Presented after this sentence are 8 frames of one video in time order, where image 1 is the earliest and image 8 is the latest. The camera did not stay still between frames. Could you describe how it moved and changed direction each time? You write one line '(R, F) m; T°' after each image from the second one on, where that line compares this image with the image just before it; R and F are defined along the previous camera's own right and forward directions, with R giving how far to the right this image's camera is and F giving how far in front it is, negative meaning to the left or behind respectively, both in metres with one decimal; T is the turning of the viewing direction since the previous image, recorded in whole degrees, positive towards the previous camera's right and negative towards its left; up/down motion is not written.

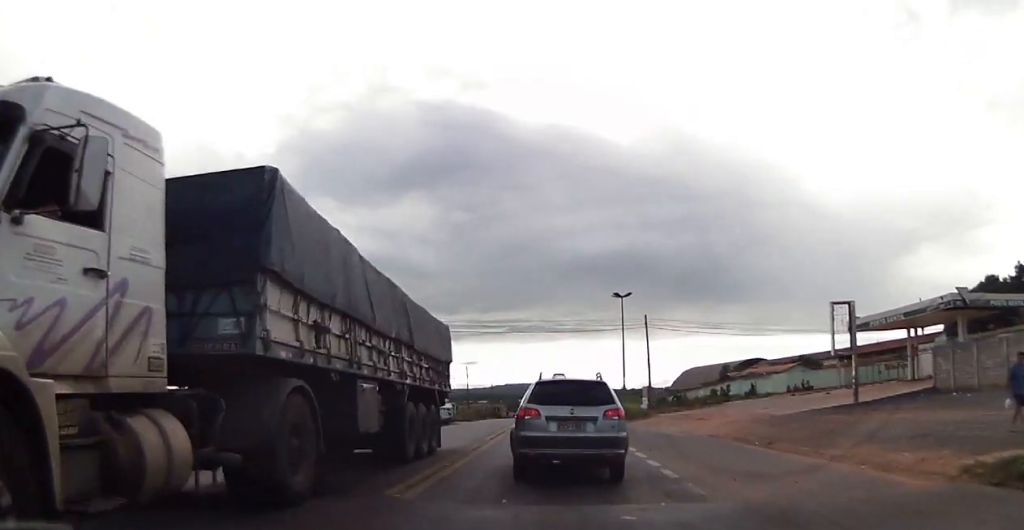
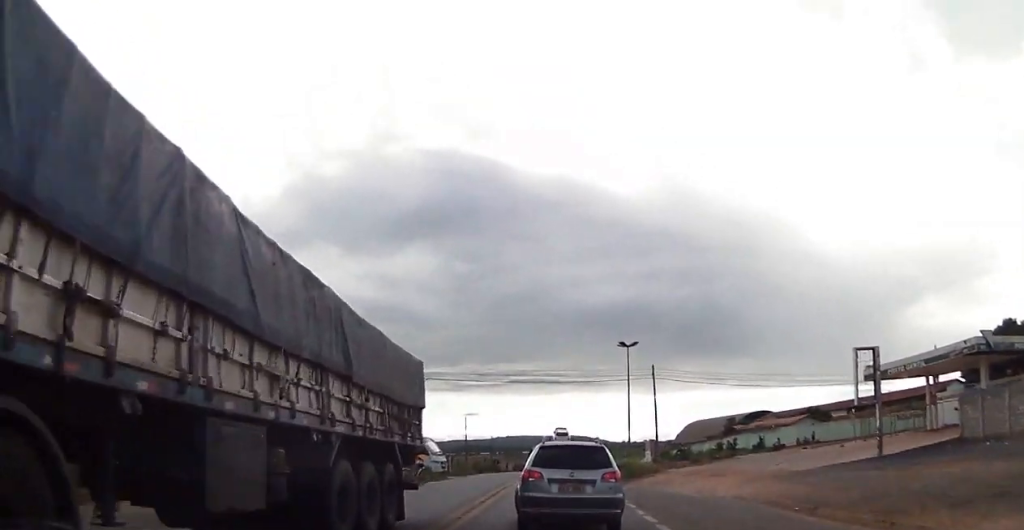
(0.0, +3.1) m; -1°
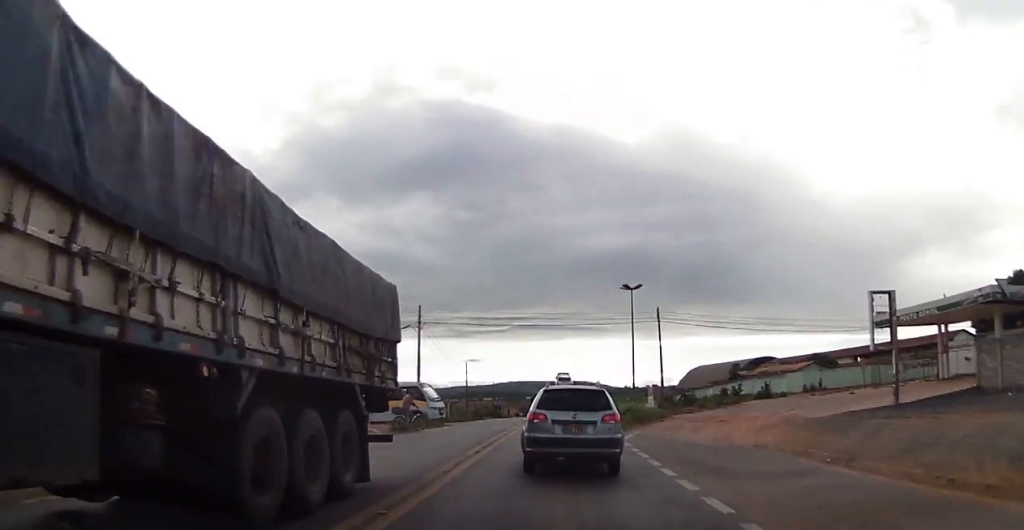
(0.0, +1.9) m; -1°
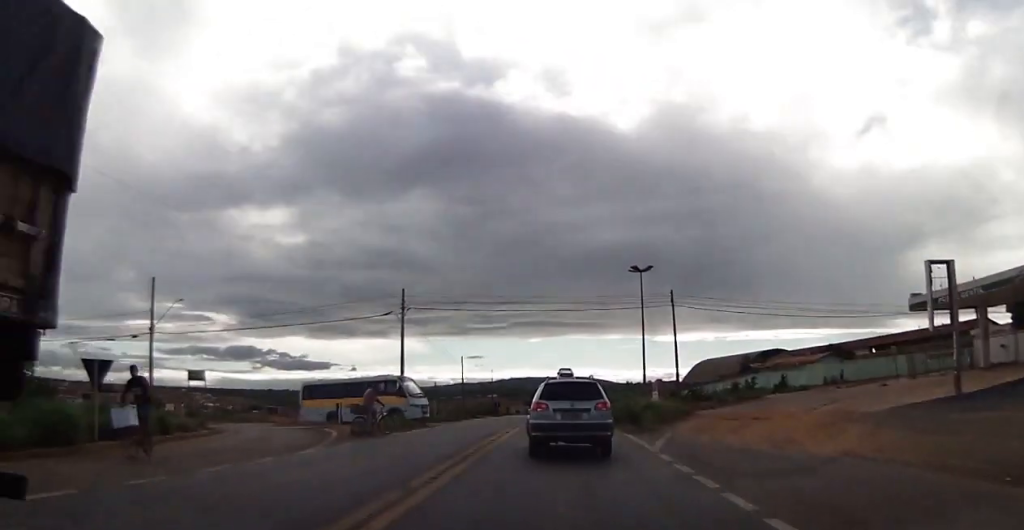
(-0.1, +6.5) m; 0°
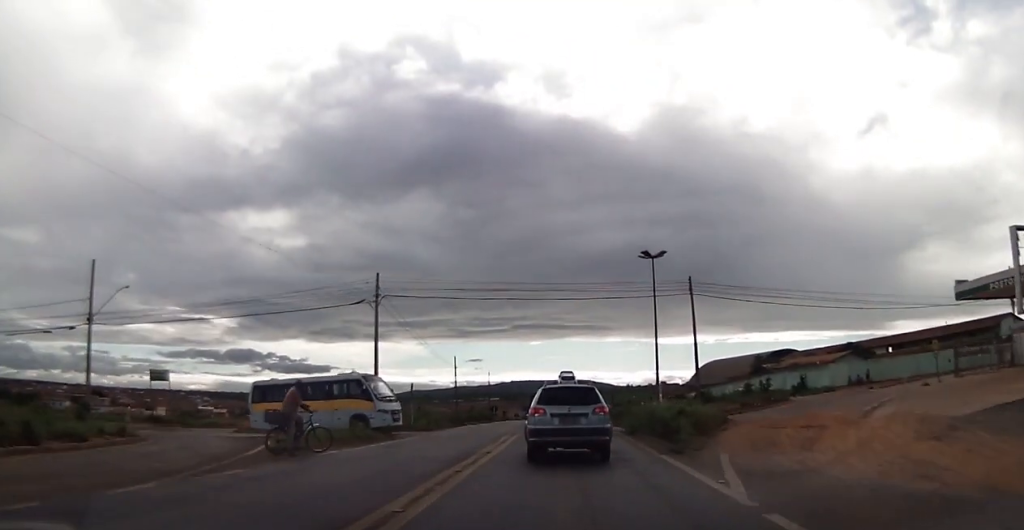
(+0.2, +6.8) m; +2°
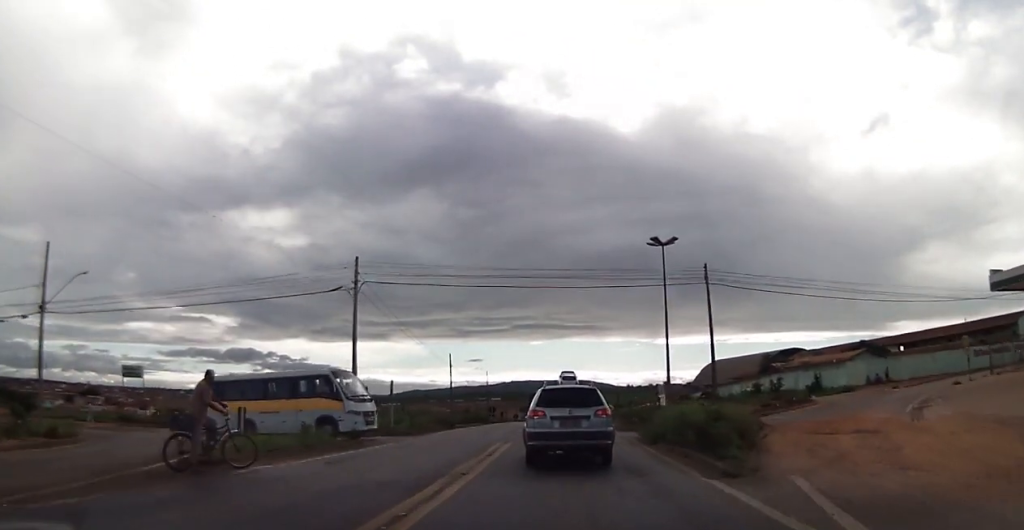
(+0.2, +4.3) m; -1°
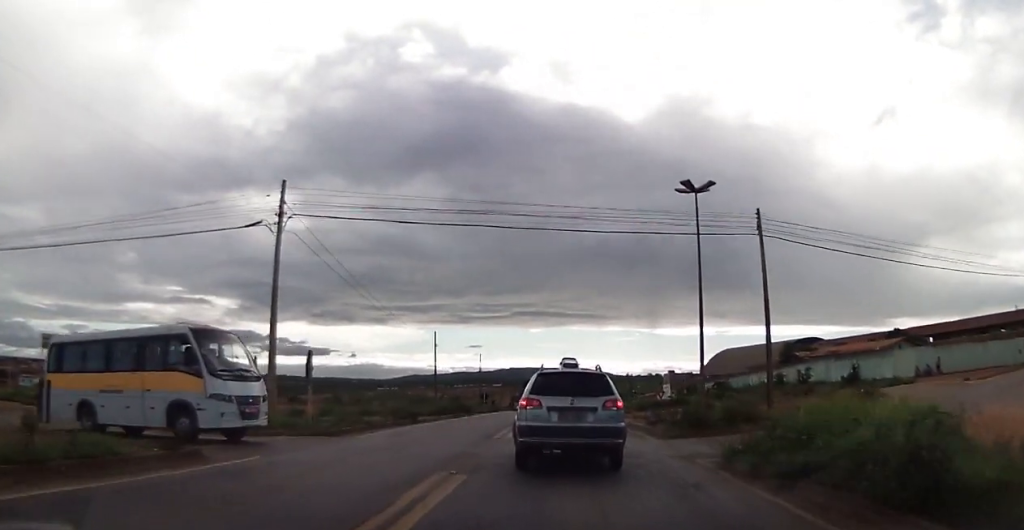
(-0.5, +9.8) m; +1°
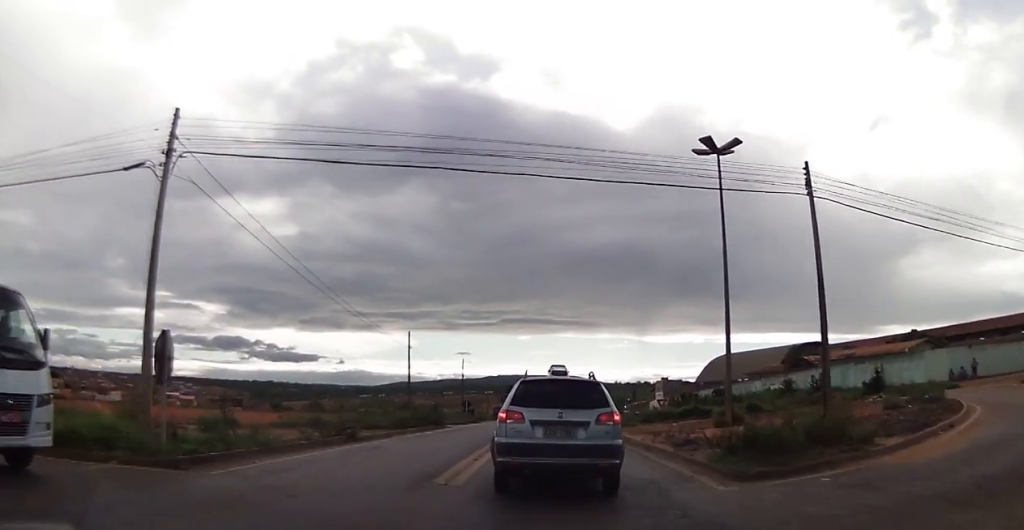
(+0.6, +7.7) m; +2°
